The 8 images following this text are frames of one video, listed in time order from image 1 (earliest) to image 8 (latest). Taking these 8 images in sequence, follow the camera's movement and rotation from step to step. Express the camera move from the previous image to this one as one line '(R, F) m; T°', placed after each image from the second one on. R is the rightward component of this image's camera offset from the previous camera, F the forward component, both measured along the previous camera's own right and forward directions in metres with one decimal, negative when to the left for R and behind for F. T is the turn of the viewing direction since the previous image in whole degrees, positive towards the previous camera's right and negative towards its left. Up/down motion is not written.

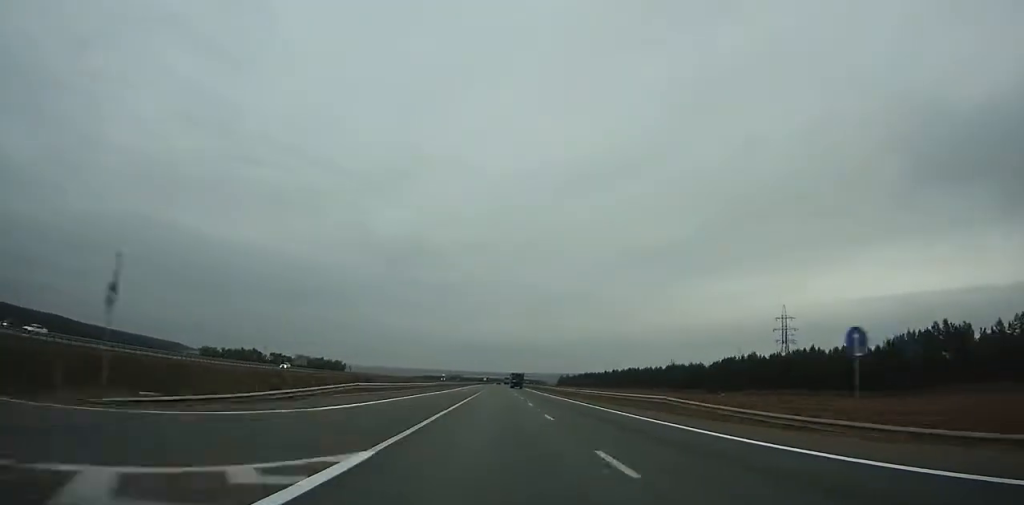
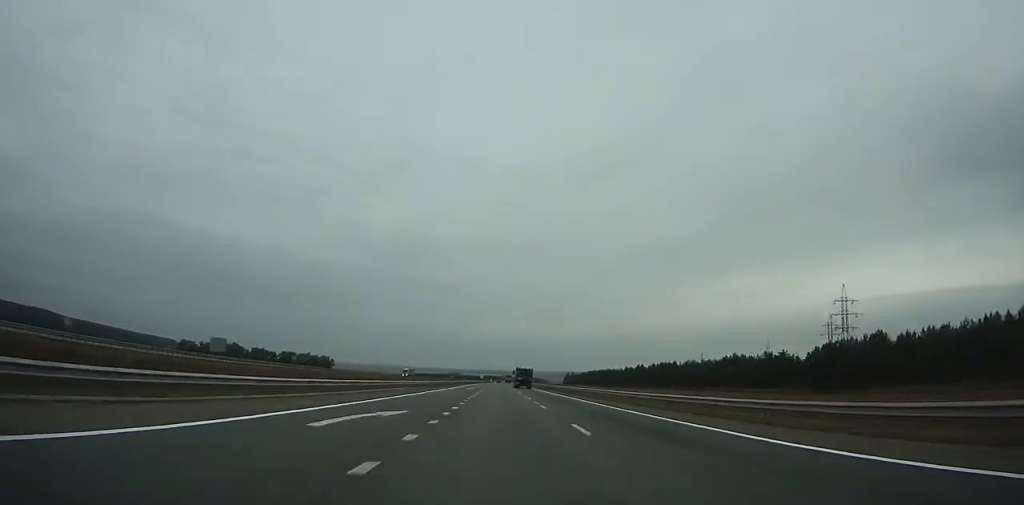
(-0.3, +66.5) m; 0°
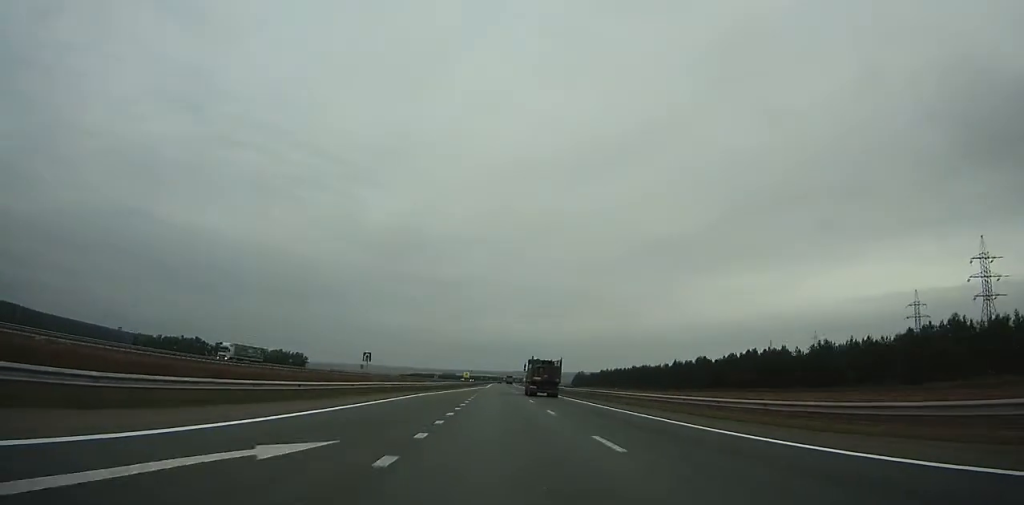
(+0.3, +97.7) m; 0°
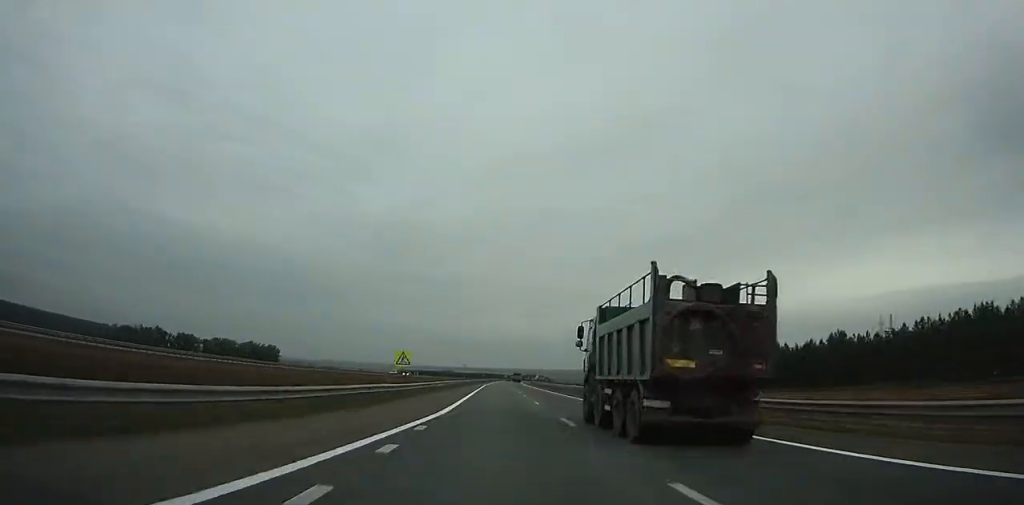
(-0.1, +90.5) m; 0°
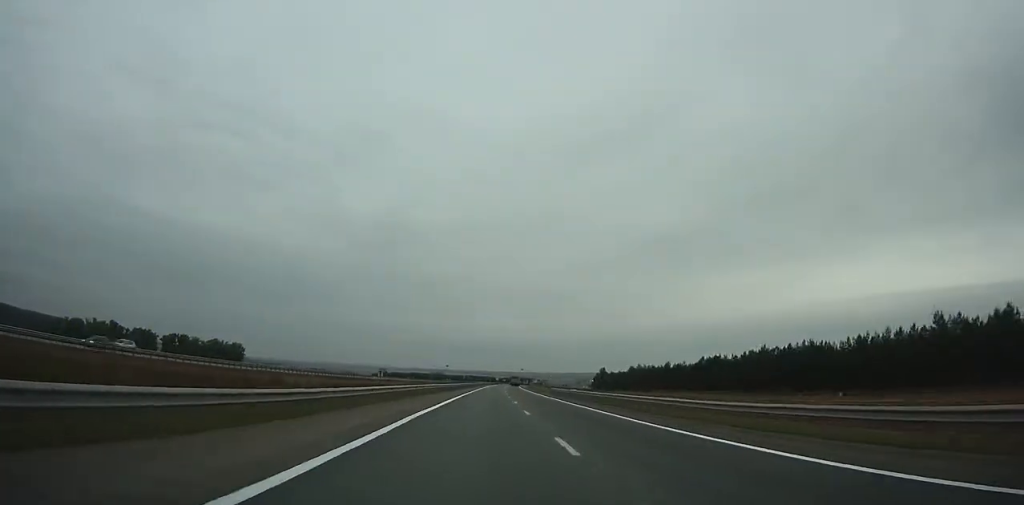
(+0.1, +66.8) m; +1°
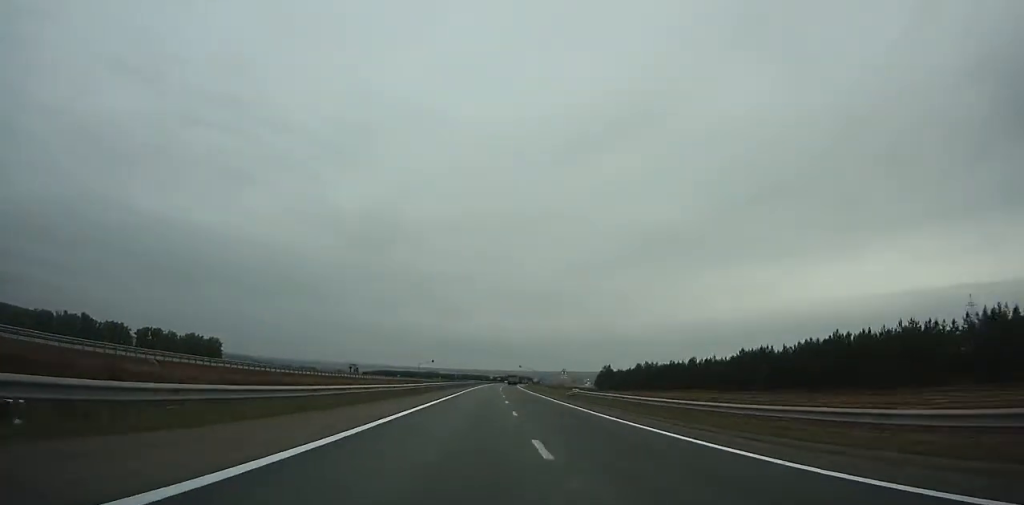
(+0.3, +35.7) m; 0°
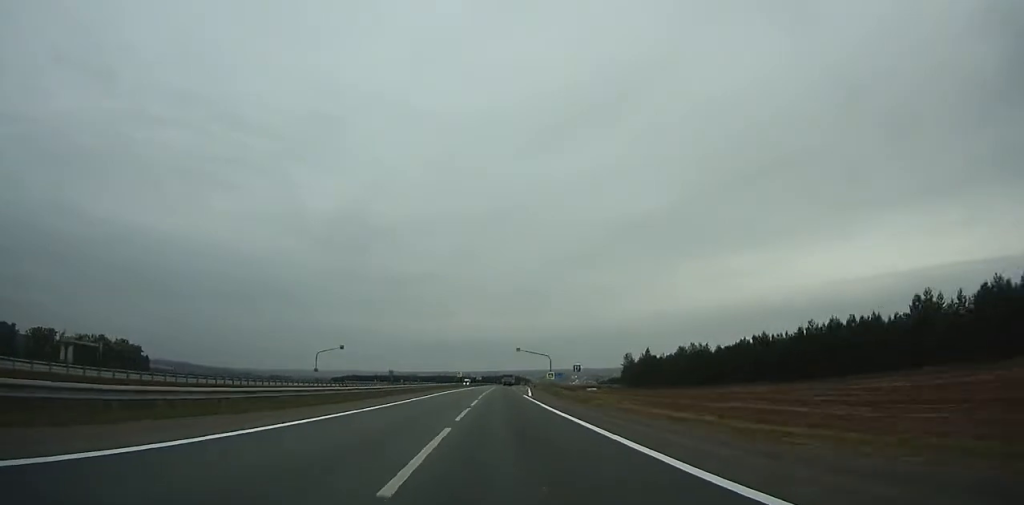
(+1.6, +117.2) m; +1°
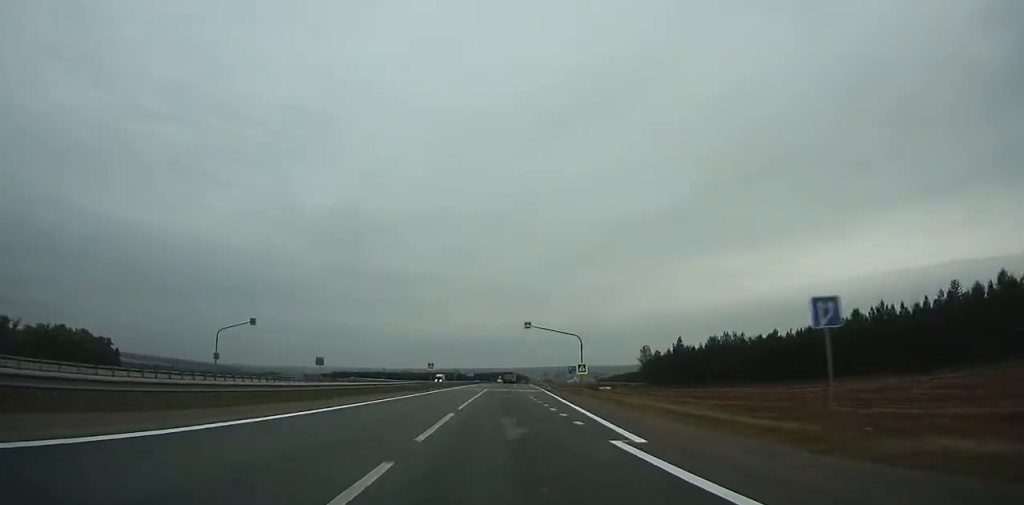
(+0.2, +43.3) m; +1°
